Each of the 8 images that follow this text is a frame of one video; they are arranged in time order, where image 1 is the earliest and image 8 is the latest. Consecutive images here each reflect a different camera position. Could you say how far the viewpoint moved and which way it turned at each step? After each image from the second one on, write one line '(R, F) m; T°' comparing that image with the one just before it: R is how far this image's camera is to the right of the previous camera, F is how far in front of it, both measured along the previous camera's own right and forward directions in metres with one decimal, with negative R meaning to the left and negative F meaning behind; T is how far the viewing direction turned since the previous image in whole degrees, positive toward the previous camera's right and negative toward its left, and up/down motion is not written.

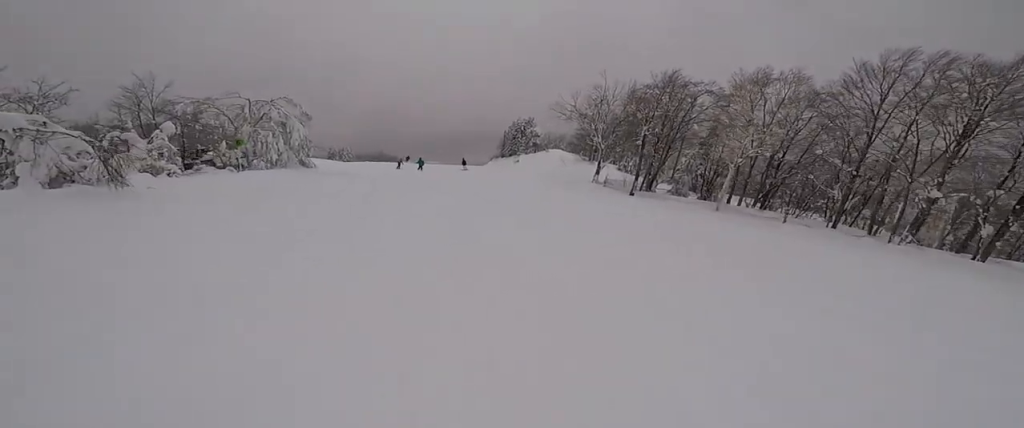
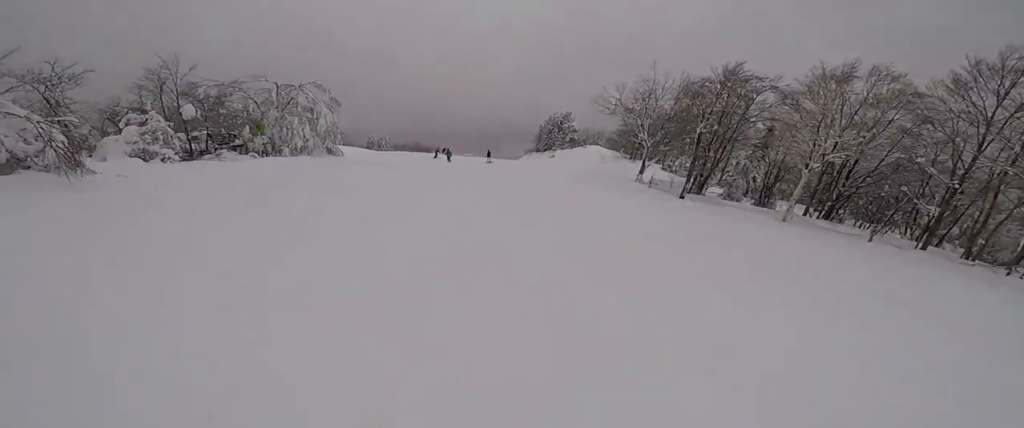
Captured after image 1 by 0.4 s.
(-0.4, +2.7) m; -7°
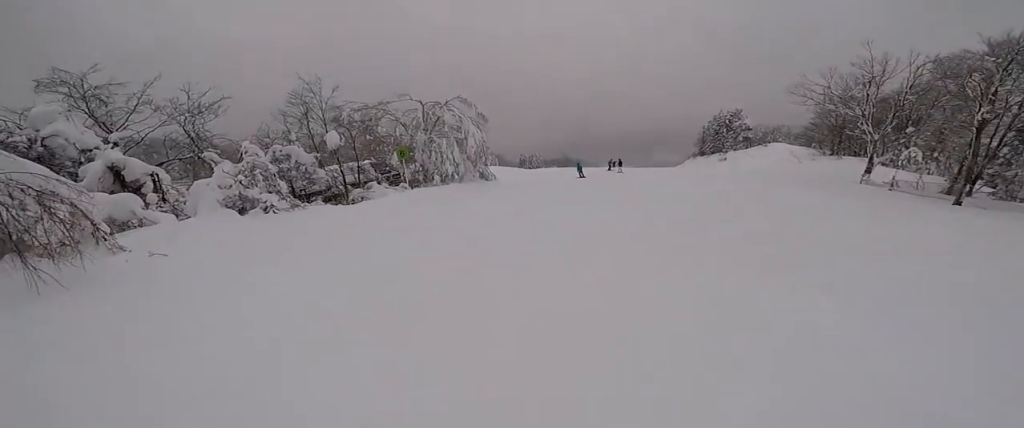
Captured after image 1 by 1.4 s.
(-0.3, +6.1) m; +10°
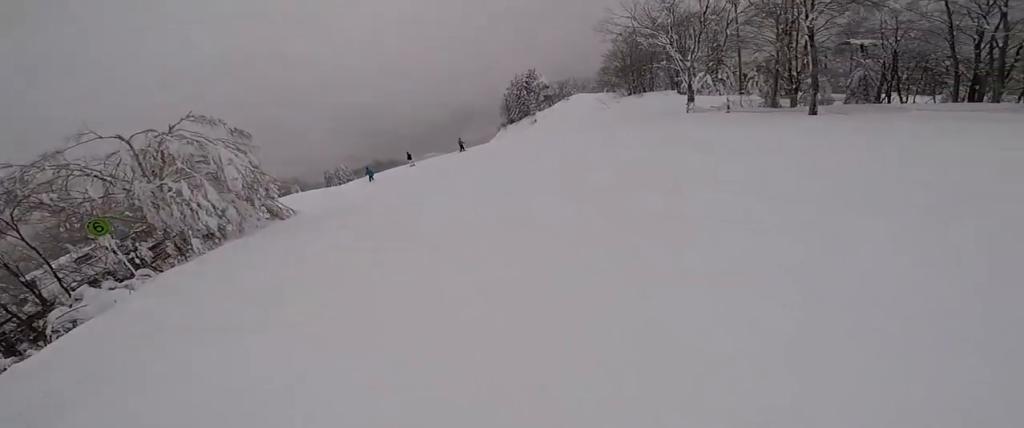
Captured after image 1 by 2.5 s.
(+1.6, +7.0) m; +16°
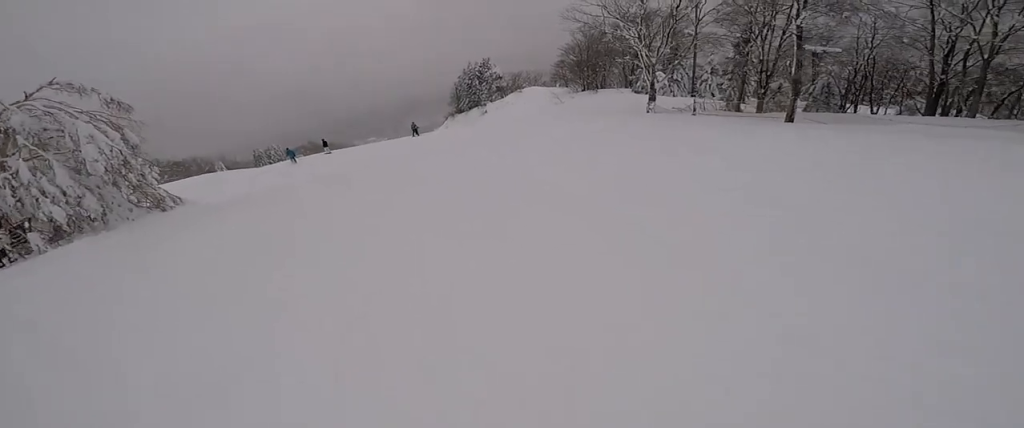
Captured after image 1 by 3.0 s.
(+0.1, +3.3) m; -4°
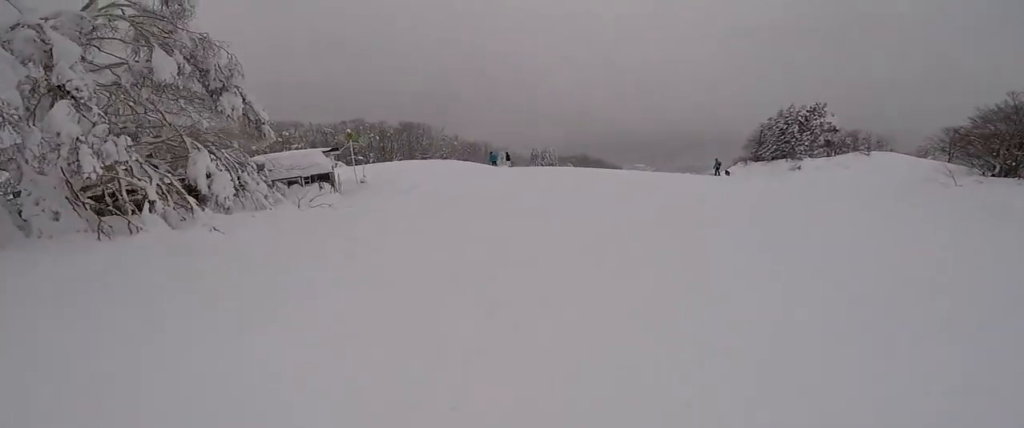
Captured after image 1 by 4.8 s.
(-2.7, +11.8) m; -20°
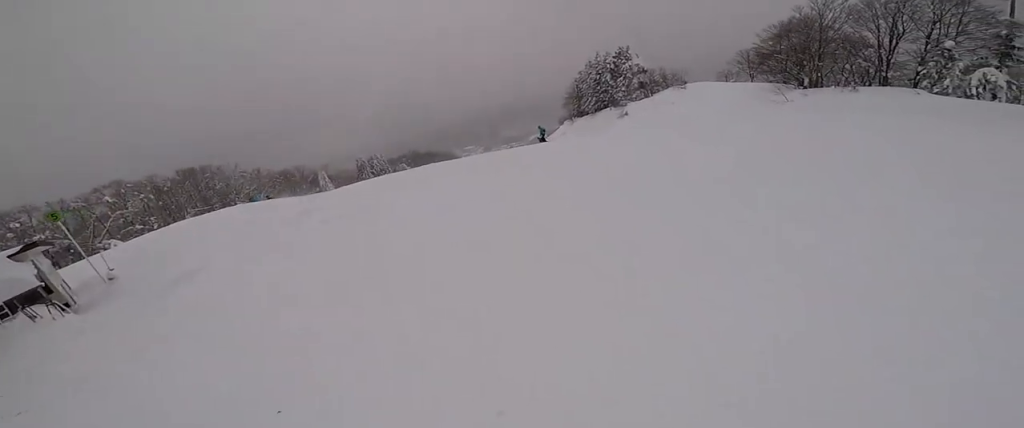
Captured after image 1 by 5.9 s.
(+0.1, +7.2) m; -1°
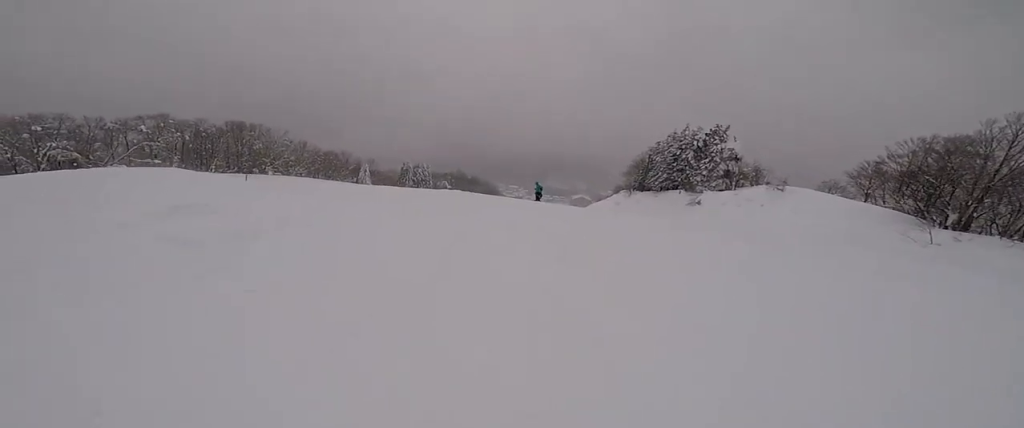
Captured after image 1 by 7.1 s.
(-0.1, +8.4) m; -1°
